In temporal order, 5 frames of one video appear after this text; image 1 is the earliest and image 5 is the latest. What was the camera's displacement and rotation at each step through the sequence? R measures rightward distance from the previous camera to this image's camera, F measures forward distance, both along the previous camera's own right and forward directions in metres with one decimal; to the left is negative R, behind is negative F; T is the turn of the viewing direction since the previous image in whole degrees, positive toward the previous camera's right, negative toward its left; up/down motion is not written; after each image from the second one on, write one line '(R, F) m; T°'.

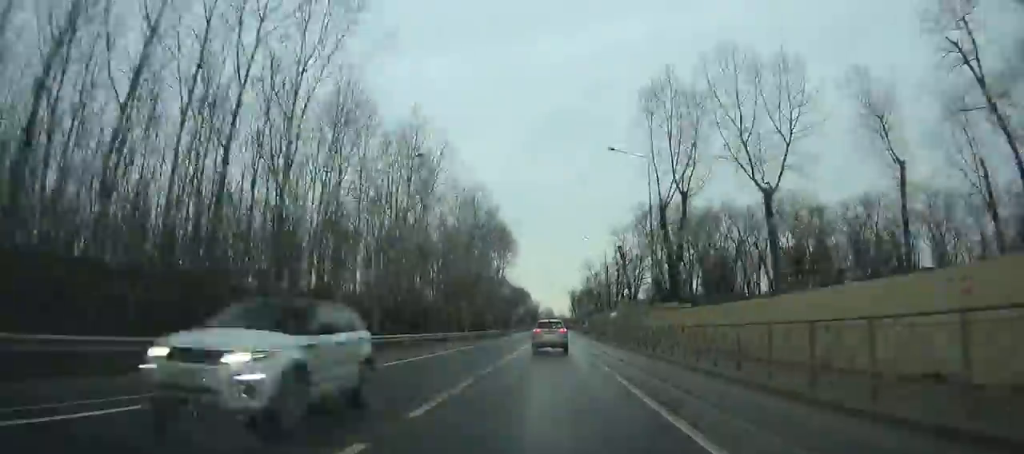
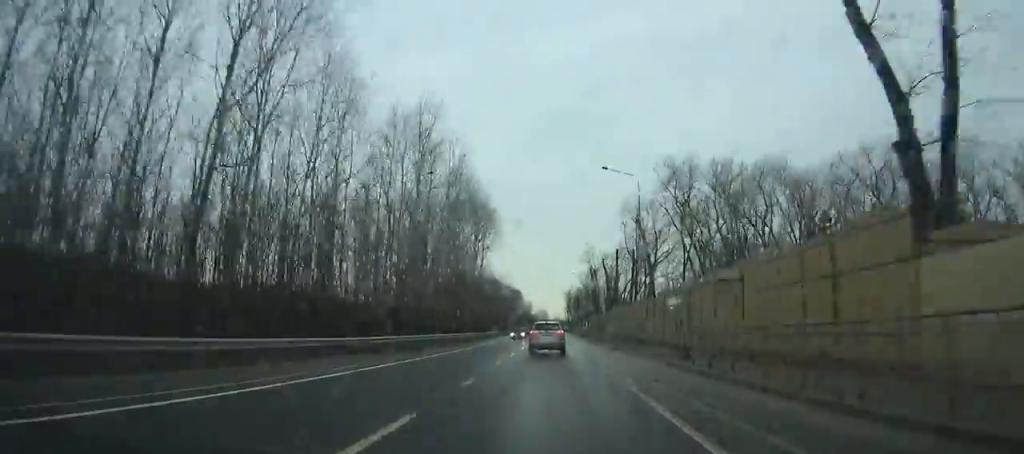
(0.0, +29.6) m; 0°
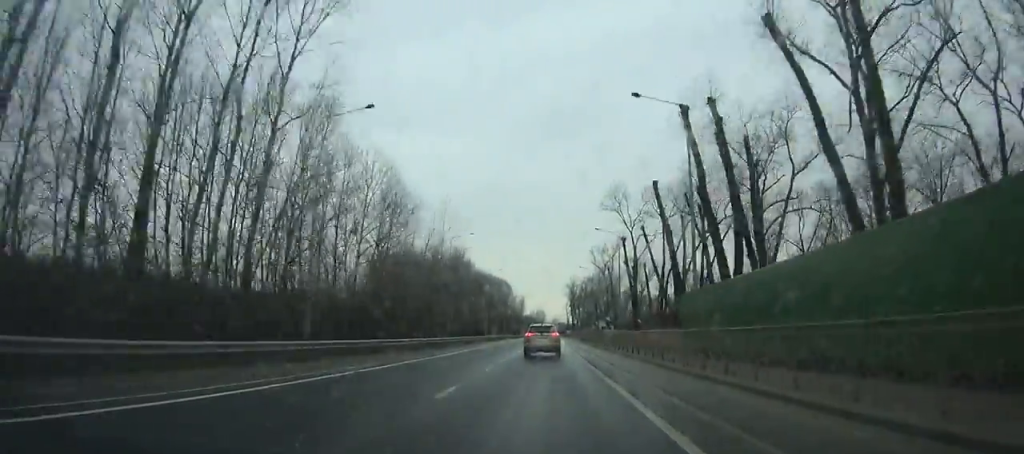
(0.0, +82.6) m; 0°
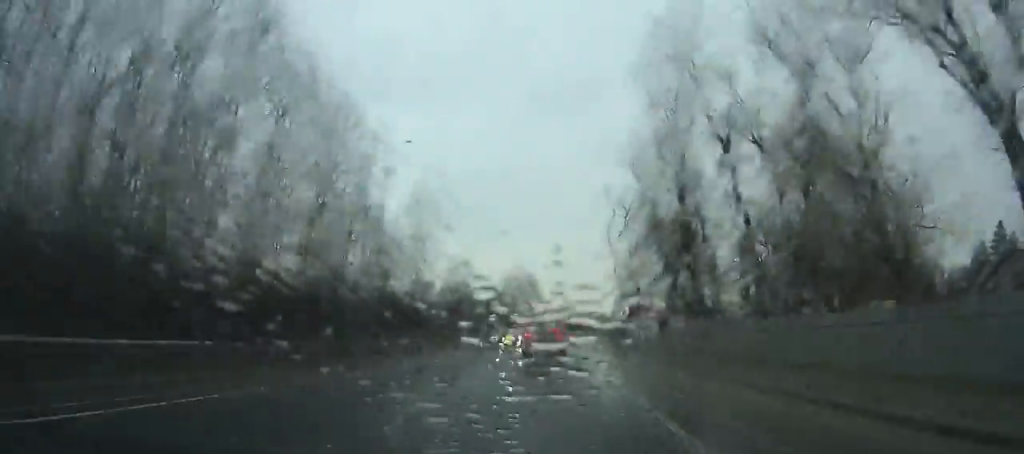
(+1.0, +232.6) m; 0°
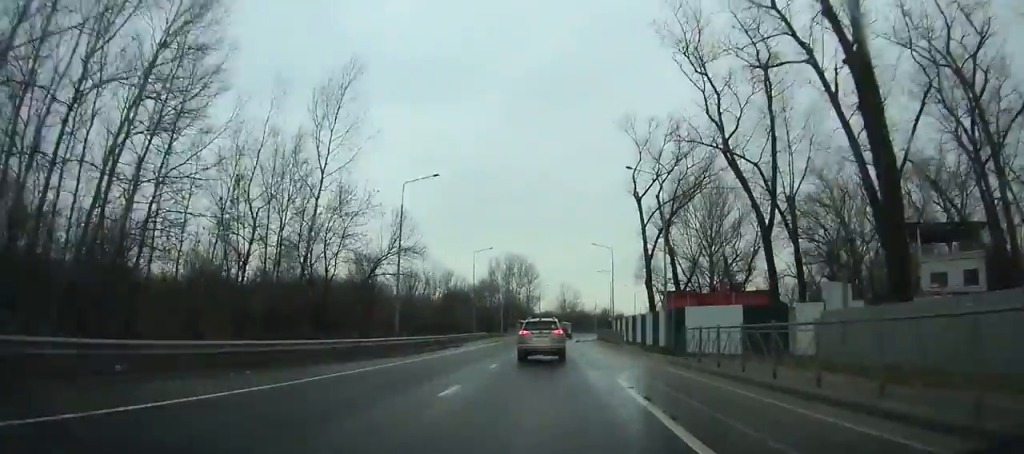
(0.0, +27.7) m; +1°
